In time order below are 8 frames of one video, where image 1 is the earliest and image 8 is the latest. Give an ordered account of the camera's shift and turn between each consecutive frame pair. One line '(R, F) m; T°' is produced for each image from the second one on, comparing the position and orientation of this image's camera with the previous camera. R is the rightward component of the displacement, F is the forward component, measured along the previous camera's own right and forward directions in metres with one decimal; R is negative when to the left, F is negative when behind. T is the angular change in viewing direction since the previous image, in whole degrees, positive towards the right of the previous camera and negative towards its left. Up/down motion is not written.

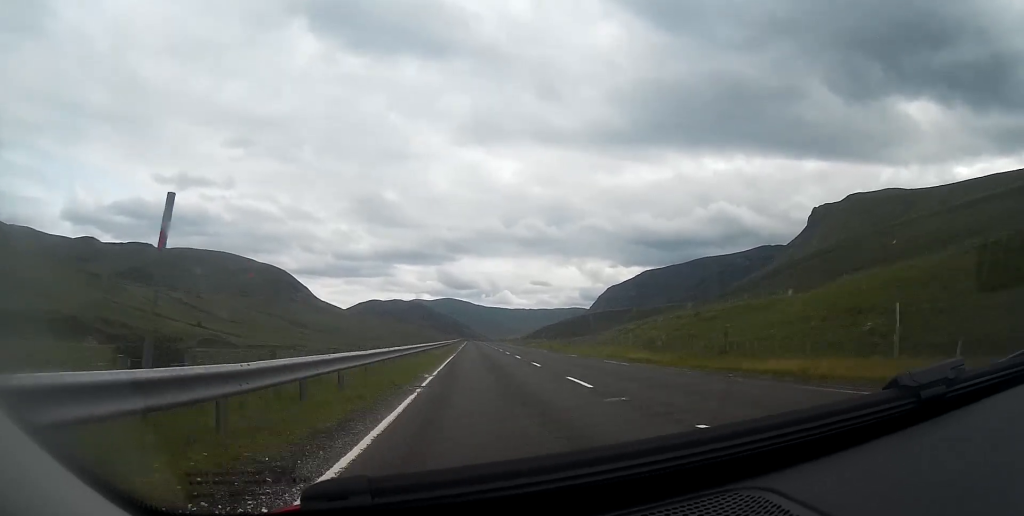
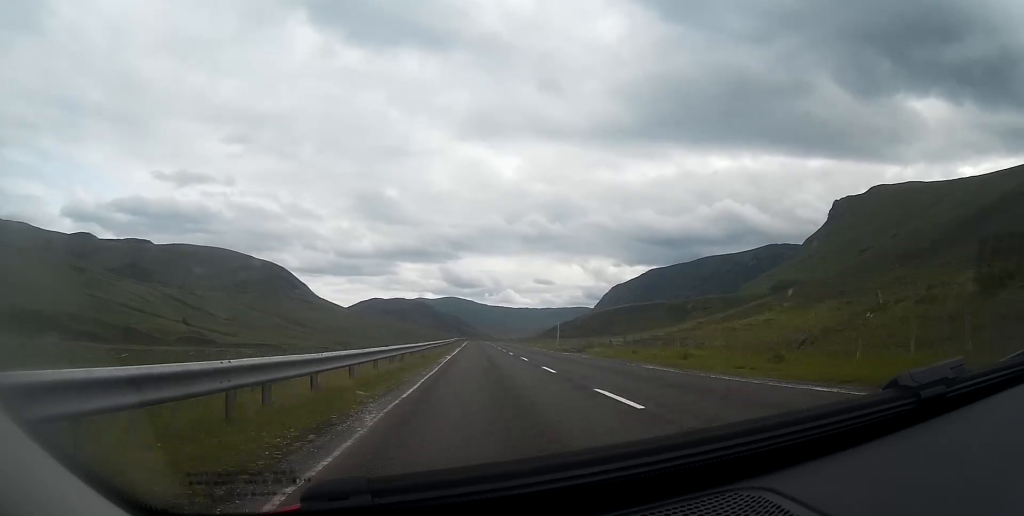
(0.0, +40.3) m; 0°
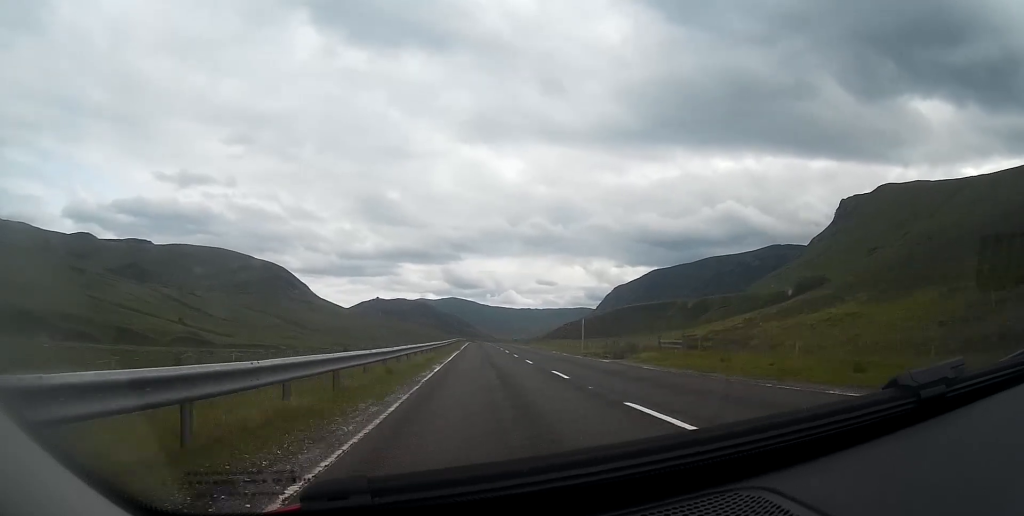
(-0.1, +11.2) m; 0°
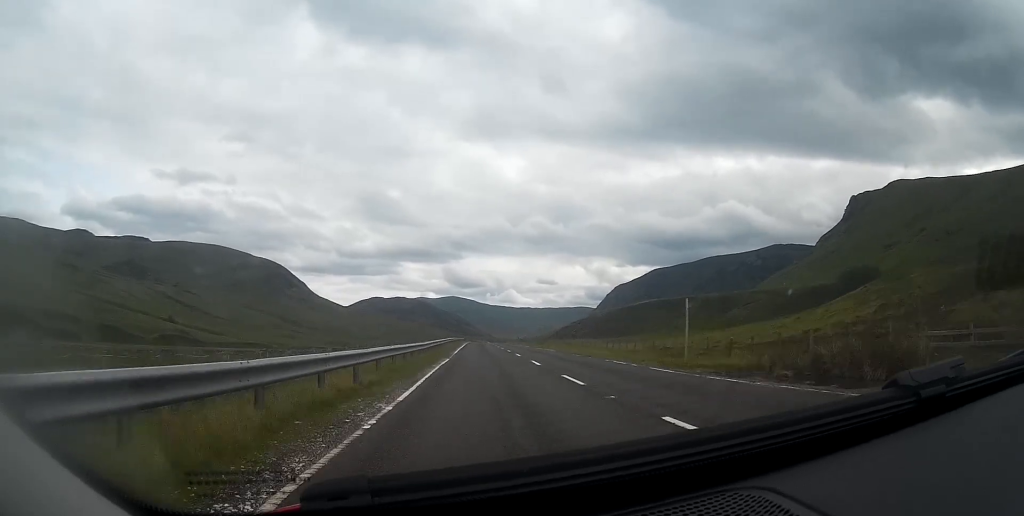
(+0.1, +20.4) m; 0°
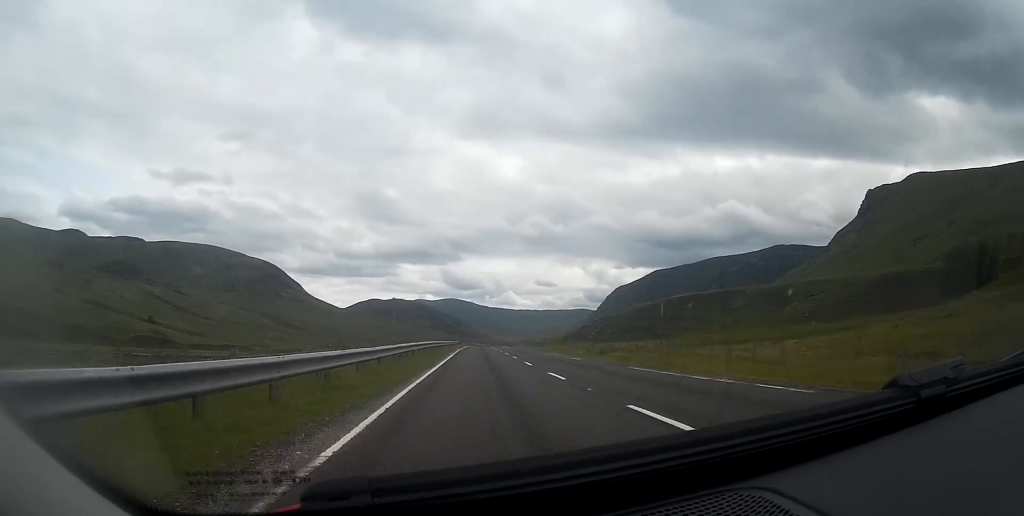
(0.0, +34.8) m; 0°
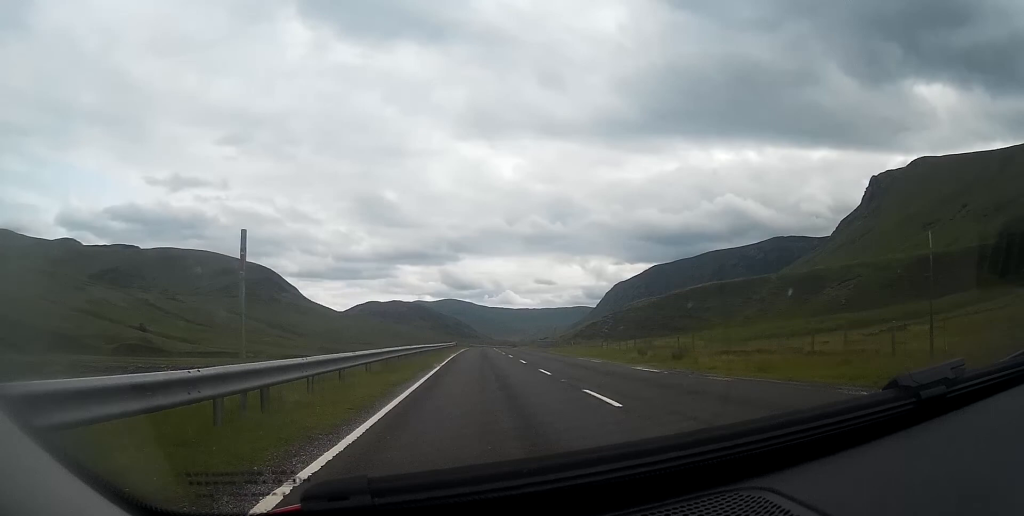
(0.0, +14.8) m; 0°
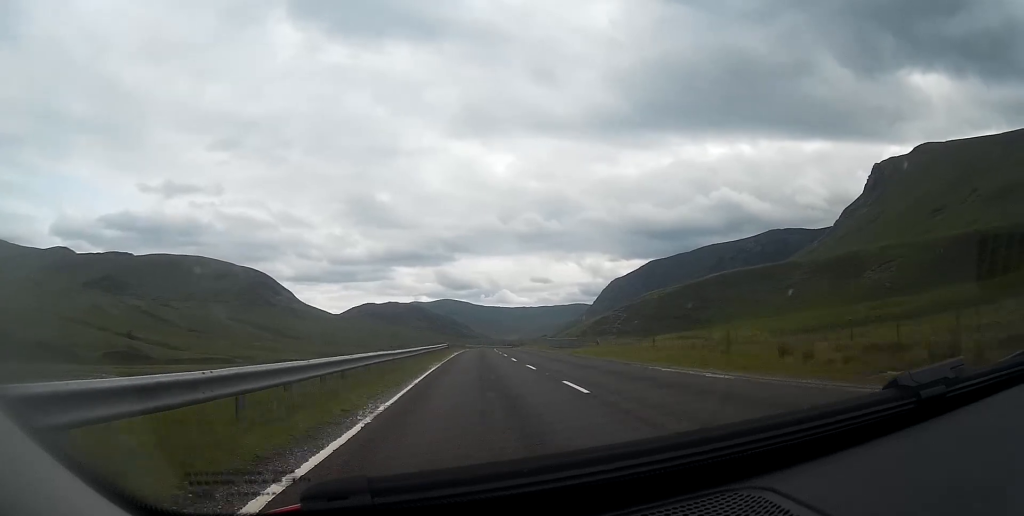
(-0.1, +15.4) m; 0°
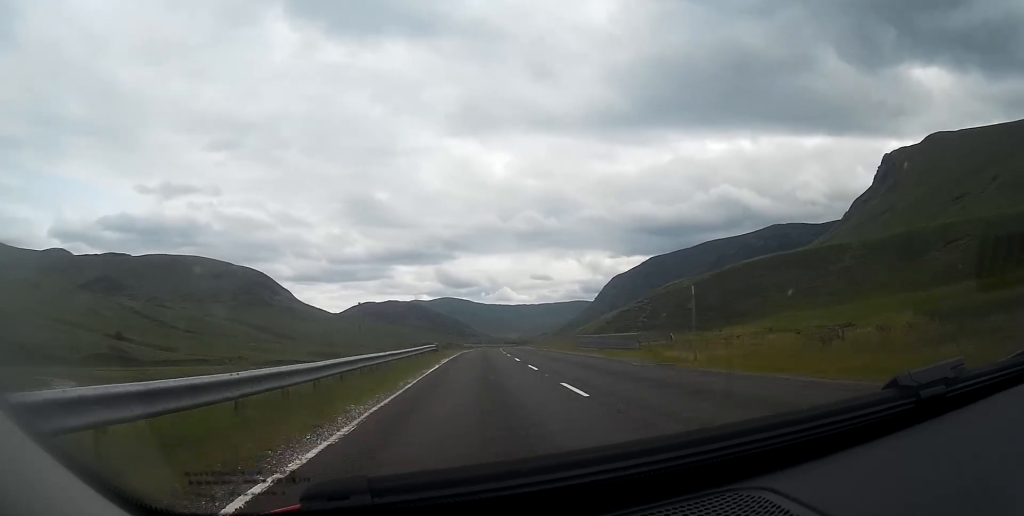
(+0.1, +18.9) m; 0°
